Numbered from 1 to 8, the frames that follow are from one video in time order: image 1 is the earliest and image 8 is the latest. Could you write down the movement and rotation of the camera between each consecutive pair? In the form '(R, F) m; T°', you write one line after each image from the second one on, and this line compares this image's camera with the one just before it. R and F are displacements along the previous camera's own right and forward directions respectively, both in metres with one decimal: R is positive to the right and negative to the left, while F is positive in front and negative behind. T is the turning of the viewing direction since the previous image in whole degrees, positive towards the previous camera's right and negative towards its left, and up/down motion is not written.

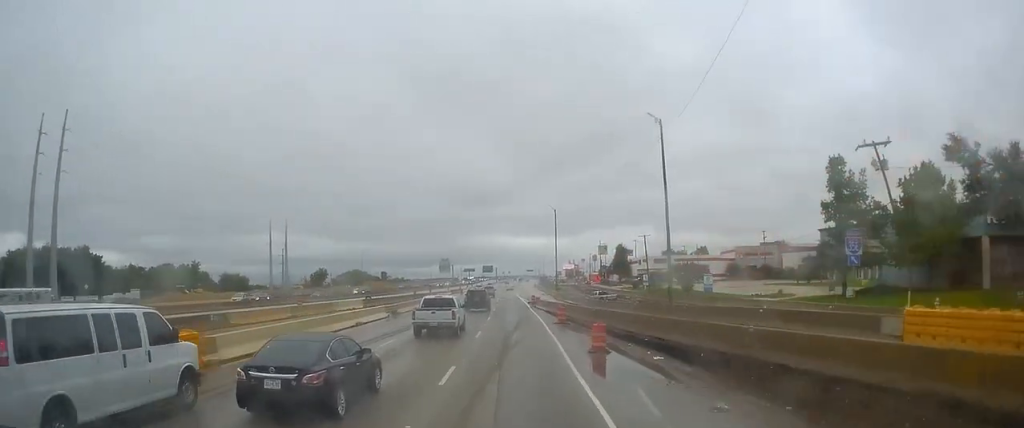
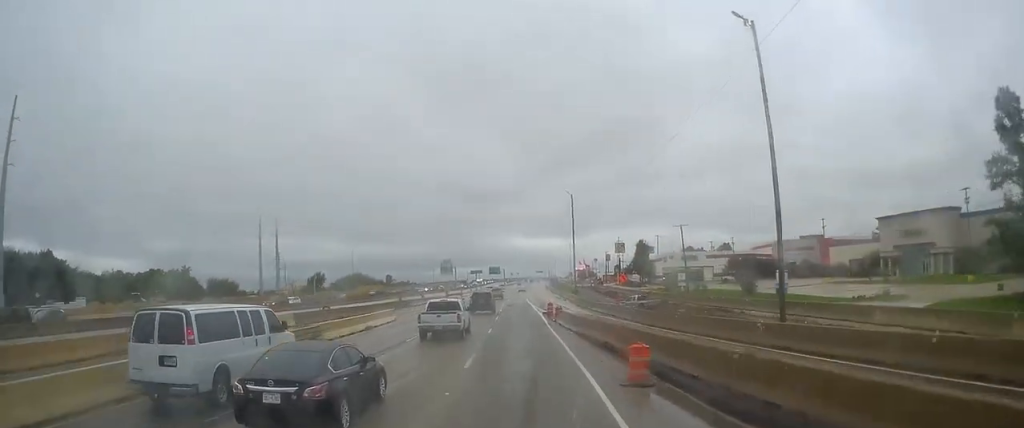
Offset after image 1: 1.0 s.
(+0.1, +21.1) m; -1°
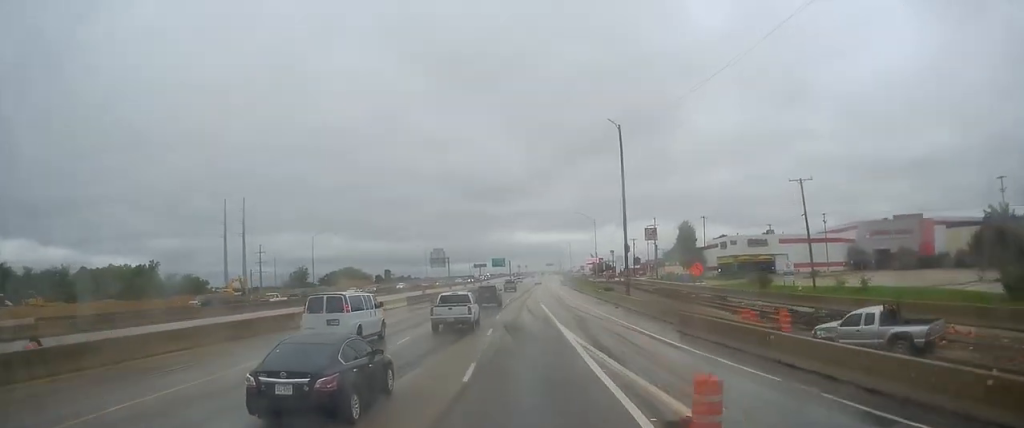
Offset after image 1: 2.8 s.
(-1.3, +40.1) m; -3°
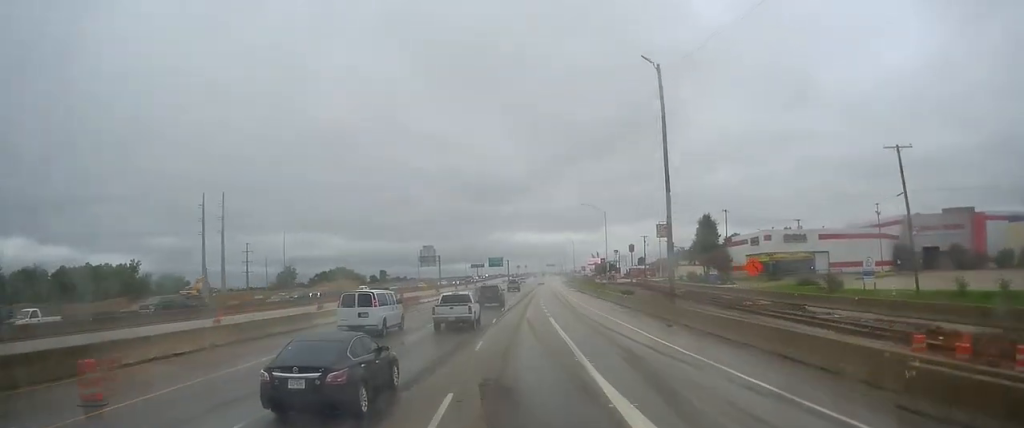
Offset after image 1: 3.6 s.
(-0.1, +16.5) m; 0°
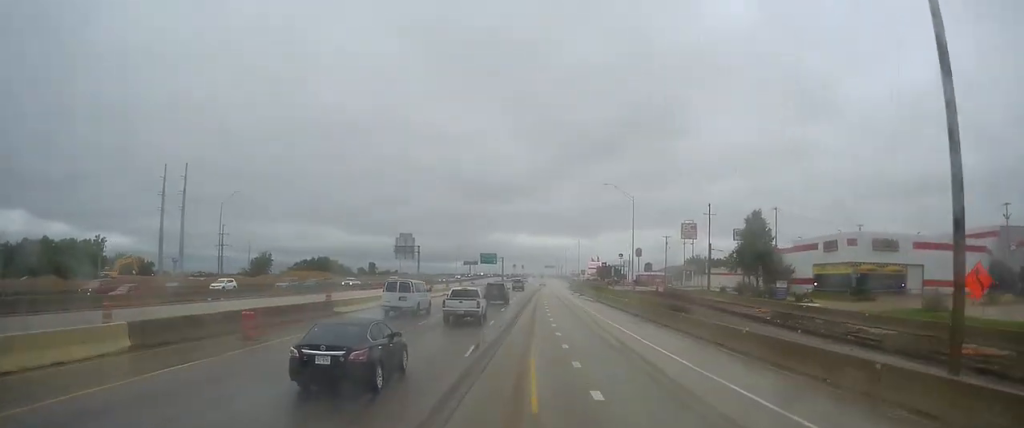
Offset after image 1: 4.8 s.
(+0.4, +26.6) m; +1°
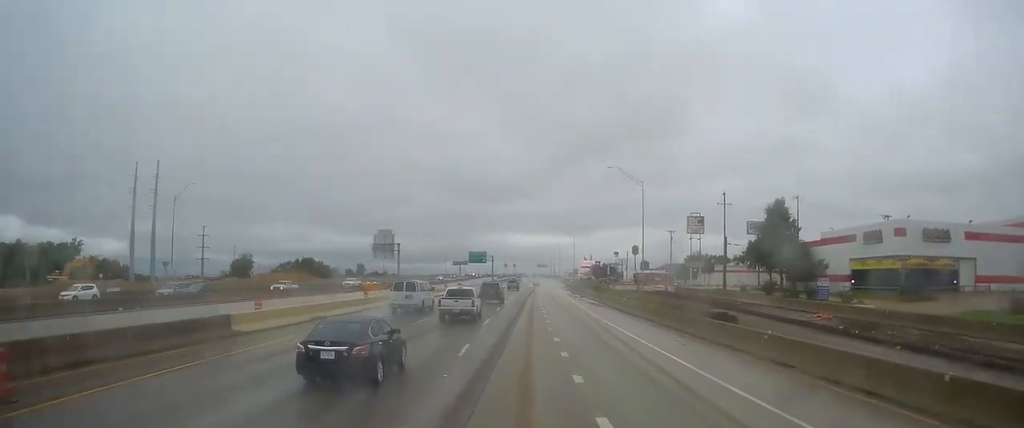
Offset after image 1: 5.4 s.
(+0.3, +11.9) m; -1°
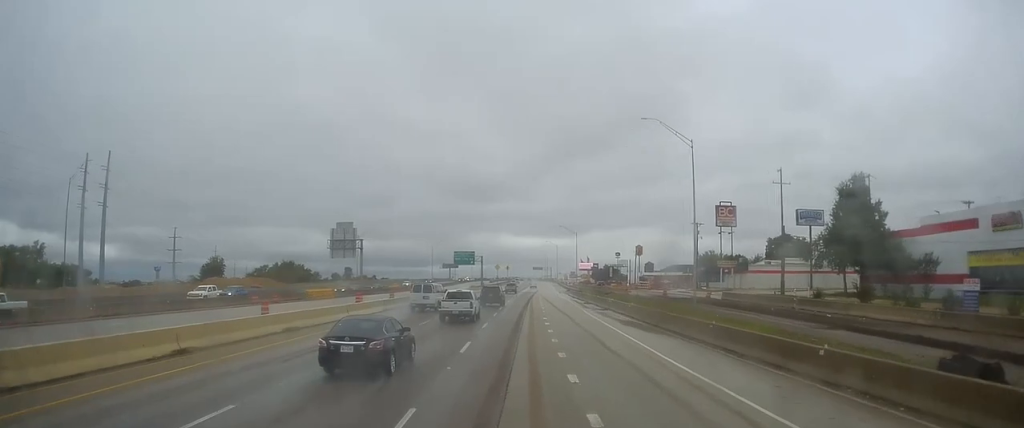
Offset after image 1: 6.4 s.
(-0.7, +22.3) m; +2°
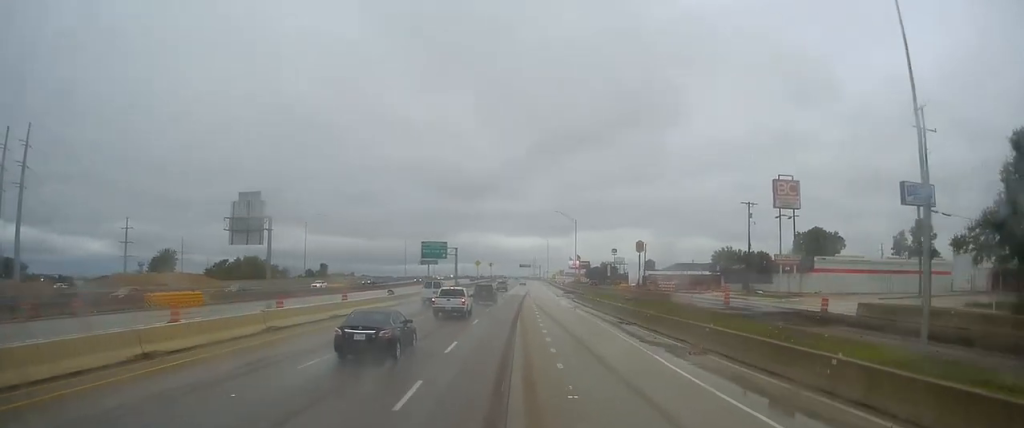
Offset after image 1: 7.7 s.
(+1.6, +28.9) m; +1°
